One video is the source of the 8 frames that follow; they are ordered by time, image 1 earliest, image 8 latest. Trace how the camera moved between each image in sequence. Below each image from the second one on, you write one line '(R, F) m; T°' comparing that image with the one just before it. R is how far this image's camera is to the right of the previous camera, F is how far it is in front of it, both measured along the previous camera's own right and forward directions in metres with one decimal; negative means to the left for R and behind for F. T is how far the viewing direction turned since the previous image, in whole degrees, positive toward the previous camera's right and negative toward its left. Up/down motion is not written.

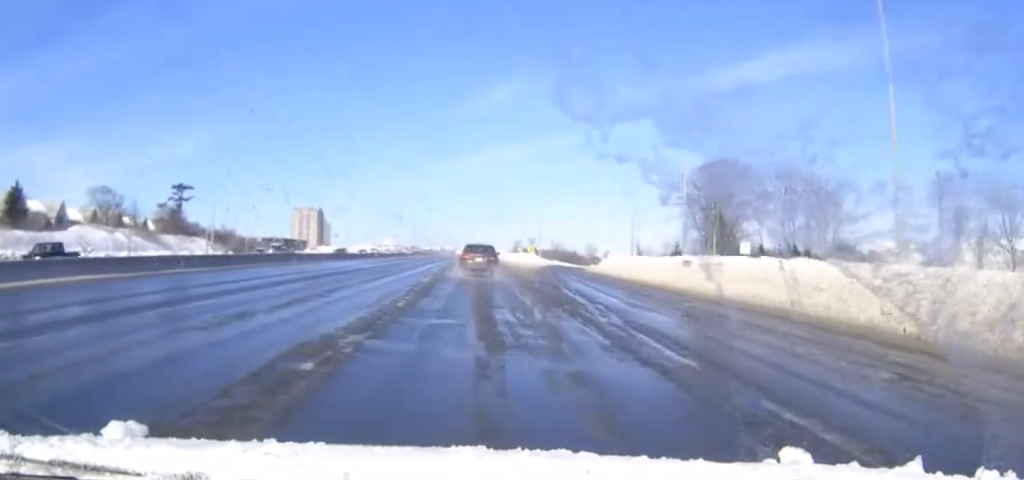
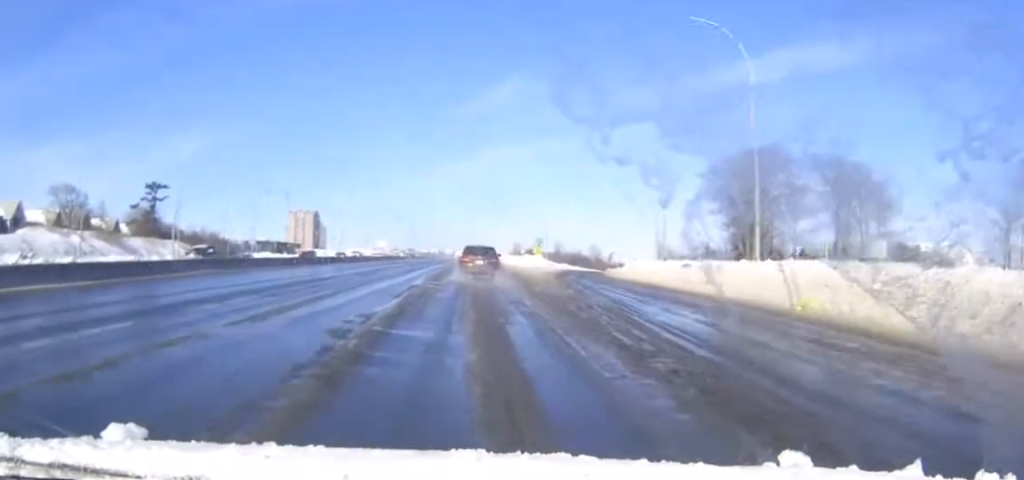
(0.0, +14.8) m; 0°
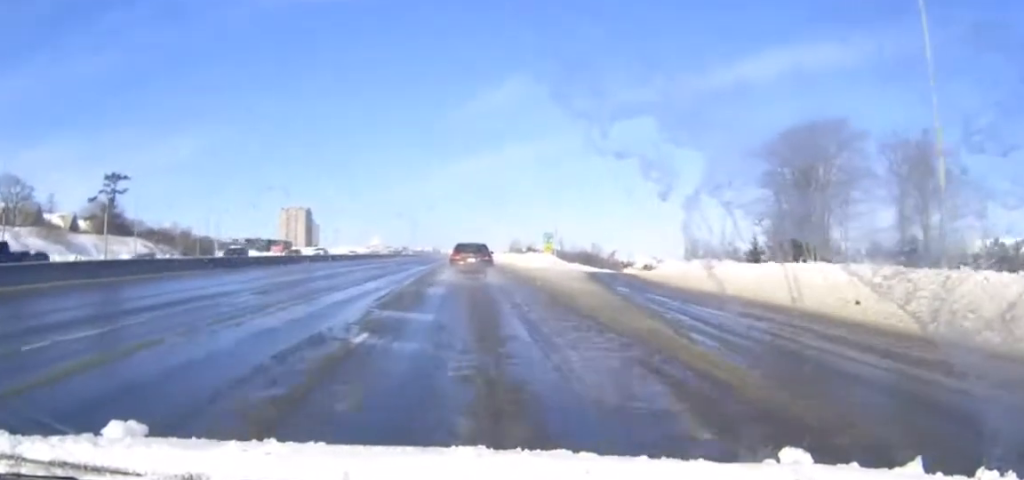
(0.0, +18.0) m; 0°
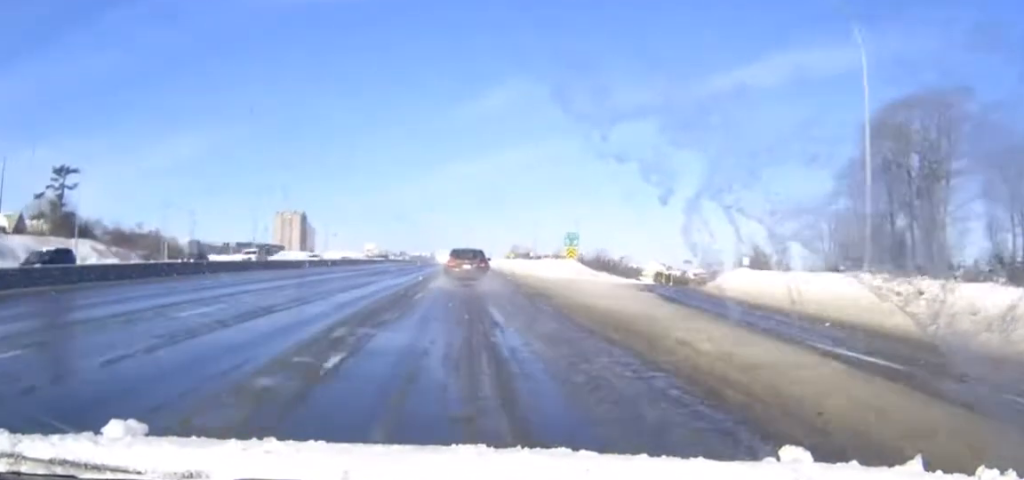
(0.0, +20.5) m; 0°
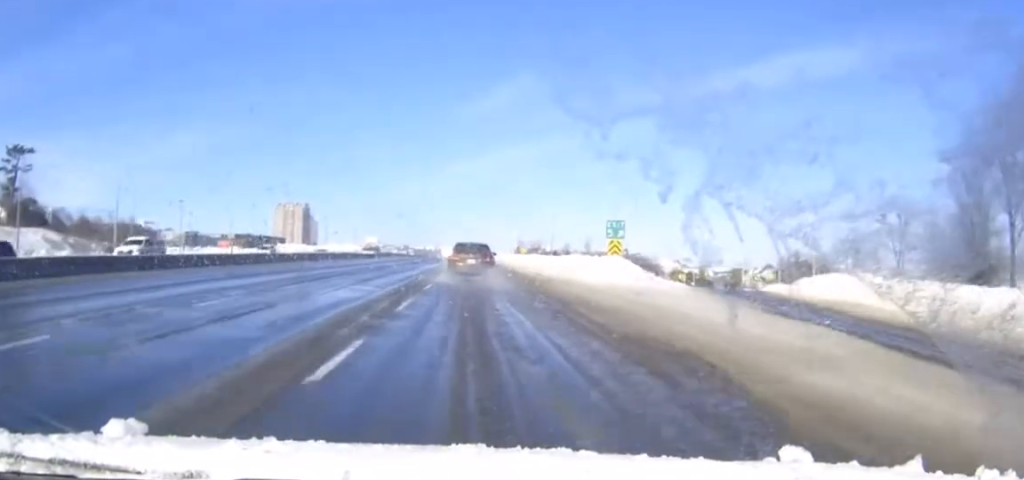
(0.0, +17.3) m; 0°
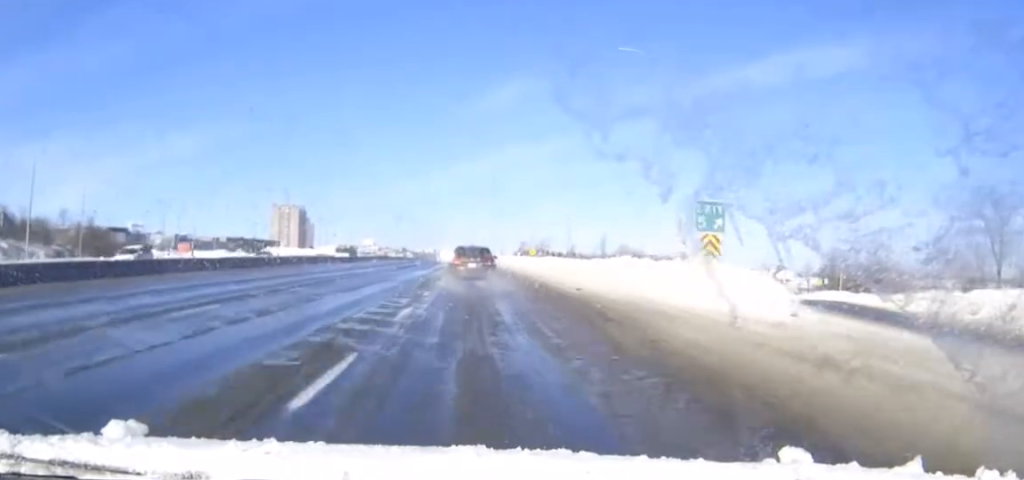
(0.0, +19.3) m; 0°
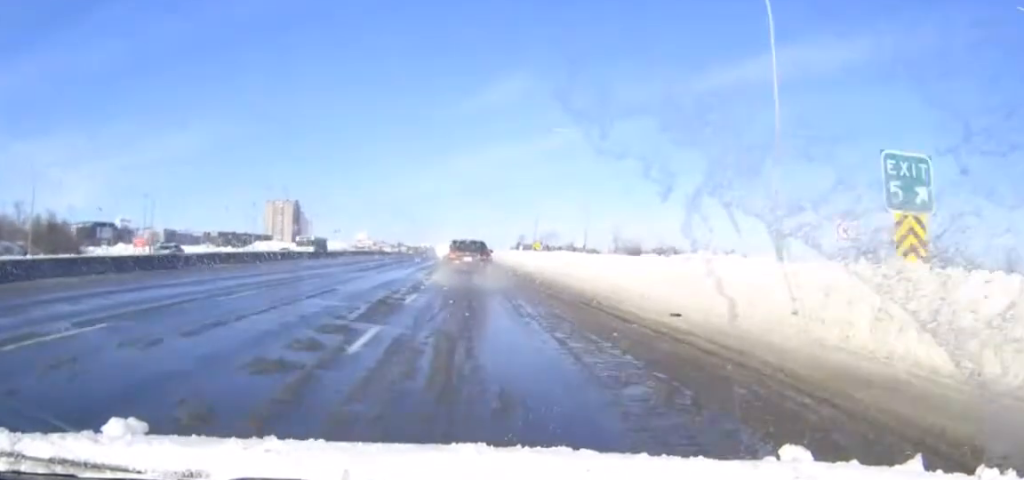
(0.0, +14.5) m; 0°
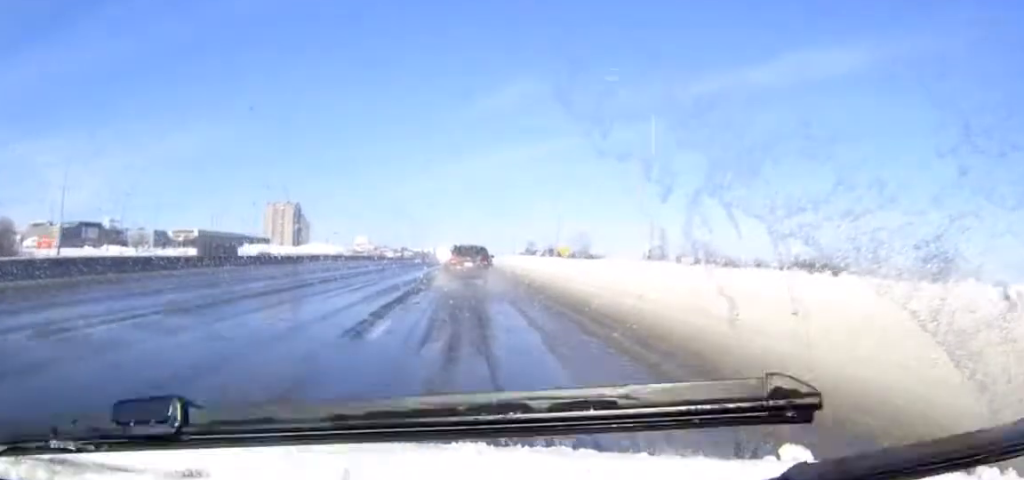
(0.0, +25.2) m; 0°
